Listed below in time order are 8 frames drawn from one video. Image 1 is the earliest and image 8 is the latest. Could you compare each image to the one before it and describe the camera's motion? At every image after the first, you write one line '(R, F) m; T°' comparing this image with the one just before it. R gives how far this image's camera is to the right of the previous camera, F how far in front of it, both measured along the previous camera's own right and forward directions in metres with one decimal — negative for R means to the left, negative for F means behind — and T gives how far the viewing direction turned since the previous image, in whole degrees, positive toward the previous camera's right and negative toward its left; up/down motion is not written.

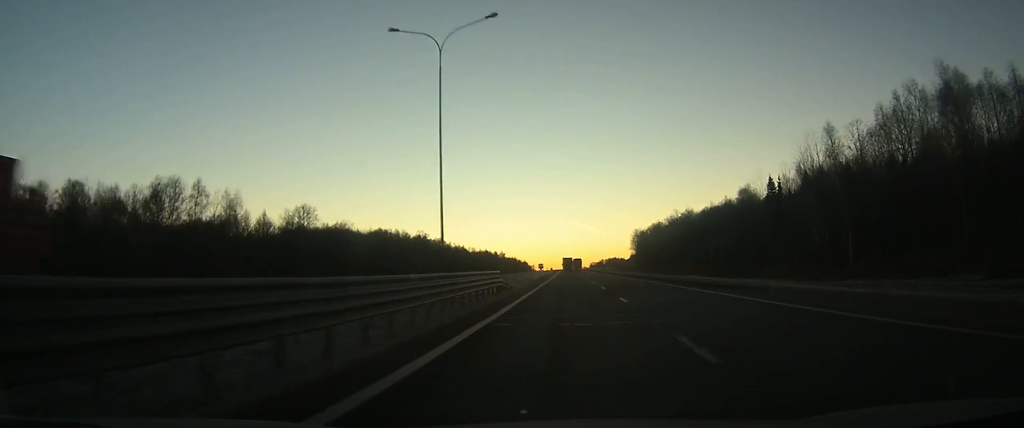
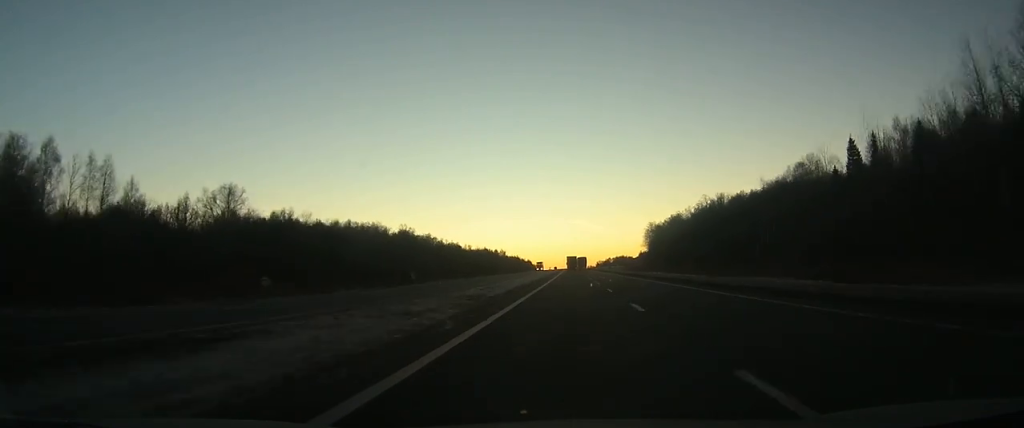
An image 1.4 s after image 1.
(-0.1, +40.8) m; 0°
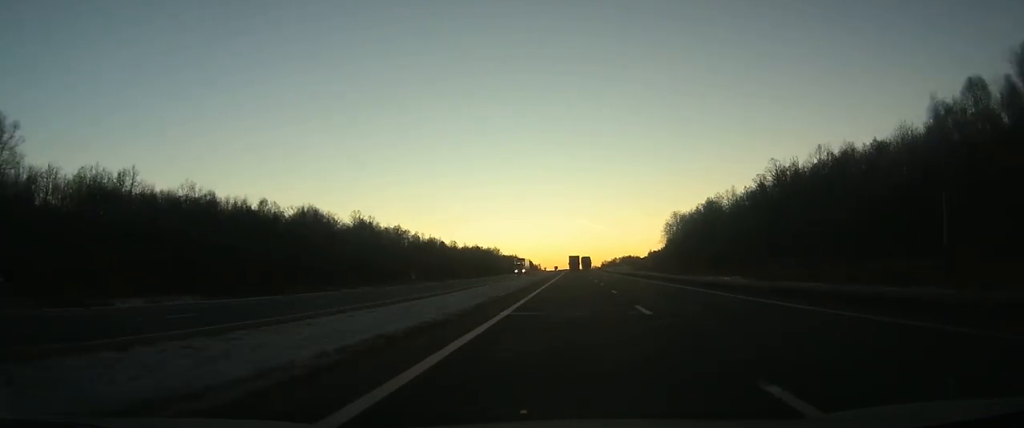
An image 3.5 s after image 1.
(-0.3, +61.4) m; -1°
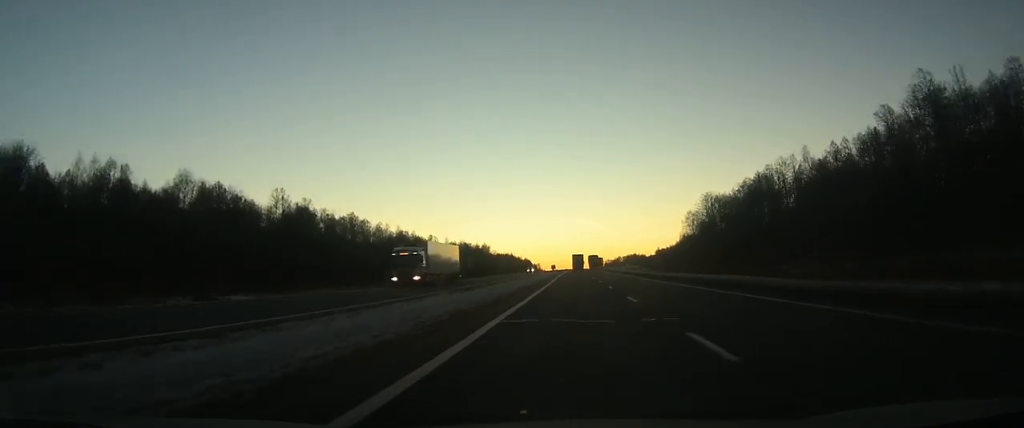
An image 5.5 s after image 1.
(-0.3, +55.2) m; 0°
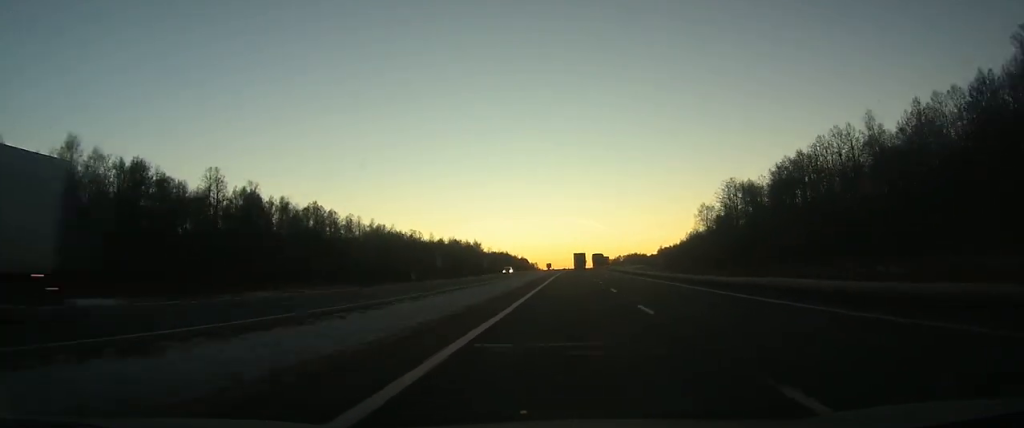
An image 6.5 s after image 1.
(-0.1, +28.3) m; 0°
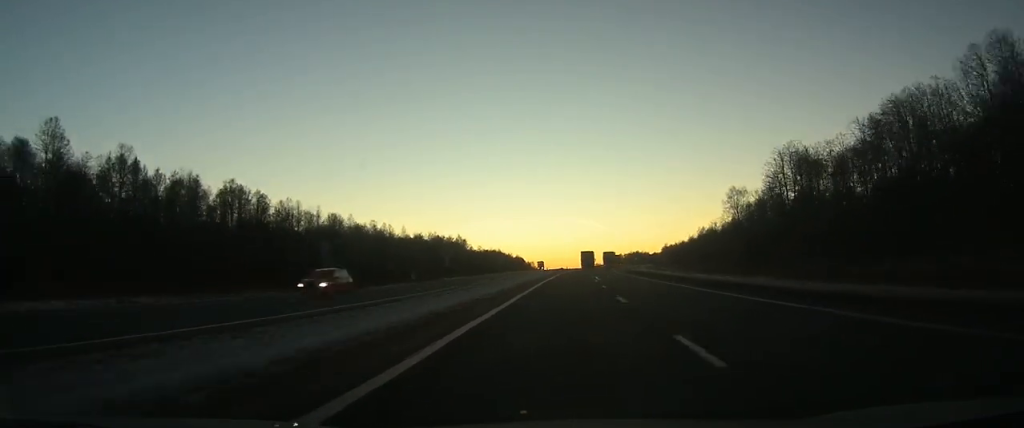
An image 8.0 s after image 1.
(+0.1, +43.1) m; 0°
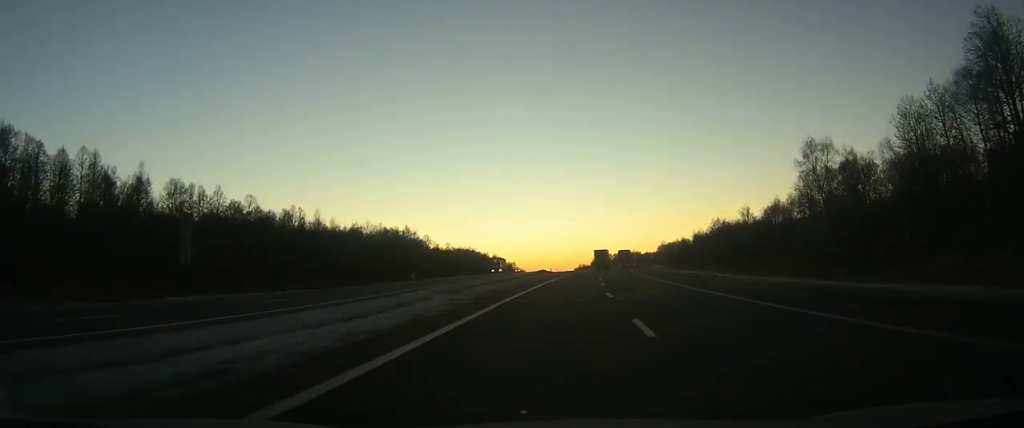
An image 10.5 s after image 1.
(+0.7, +68.0) m; +2°
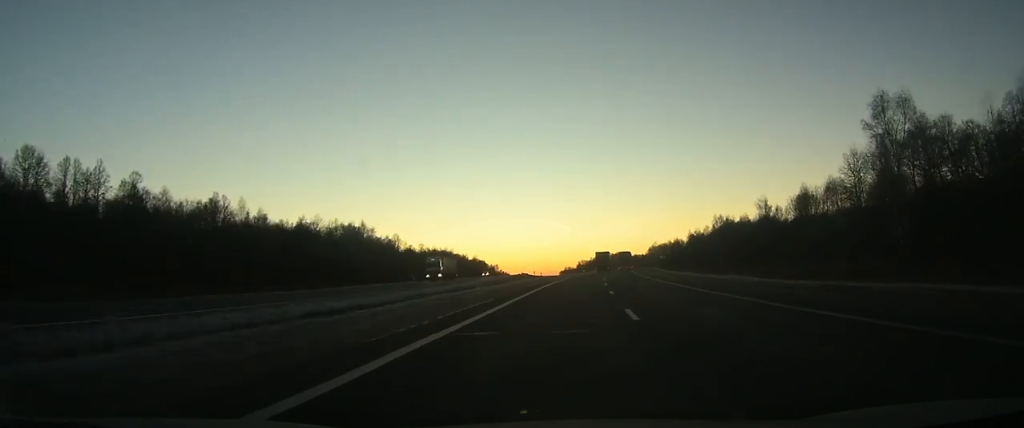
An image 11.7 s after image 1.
(+0.4, +32.4) m; +2°
